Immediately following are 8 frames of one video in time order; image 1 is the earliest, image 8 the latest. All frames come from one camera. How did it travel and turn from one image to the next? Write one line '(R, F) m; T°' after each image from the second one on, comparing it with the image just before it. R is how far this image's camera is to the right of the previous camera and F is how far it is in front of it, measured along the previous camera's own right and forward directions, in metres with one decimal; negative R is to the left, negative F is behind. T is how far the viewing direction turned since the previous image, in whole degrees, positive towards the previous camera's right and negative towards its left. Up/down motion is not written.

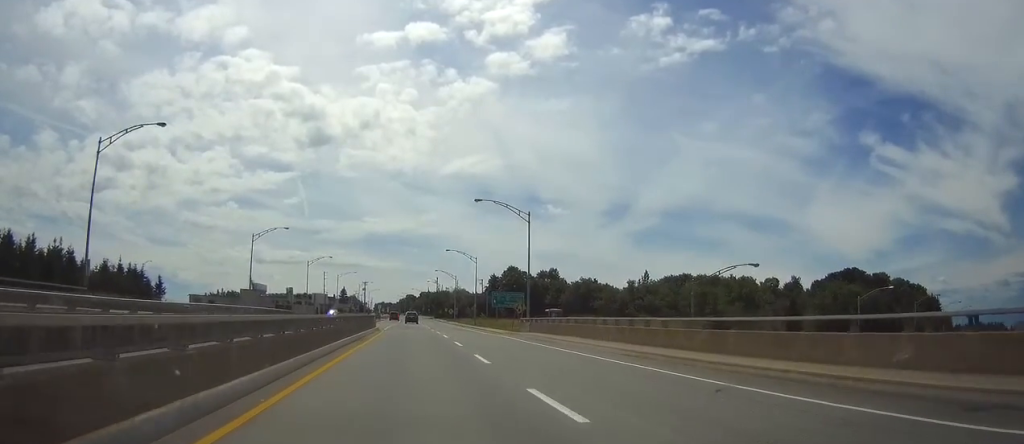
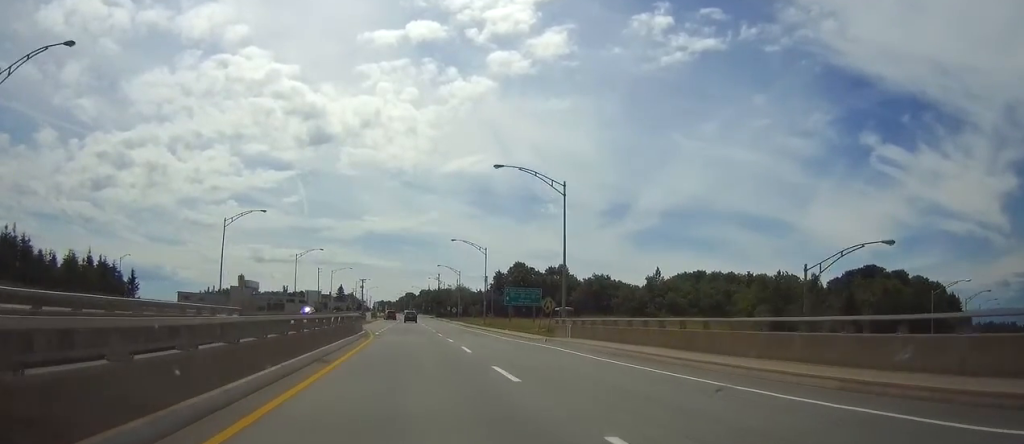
(0.0, +13.0) m; 0°
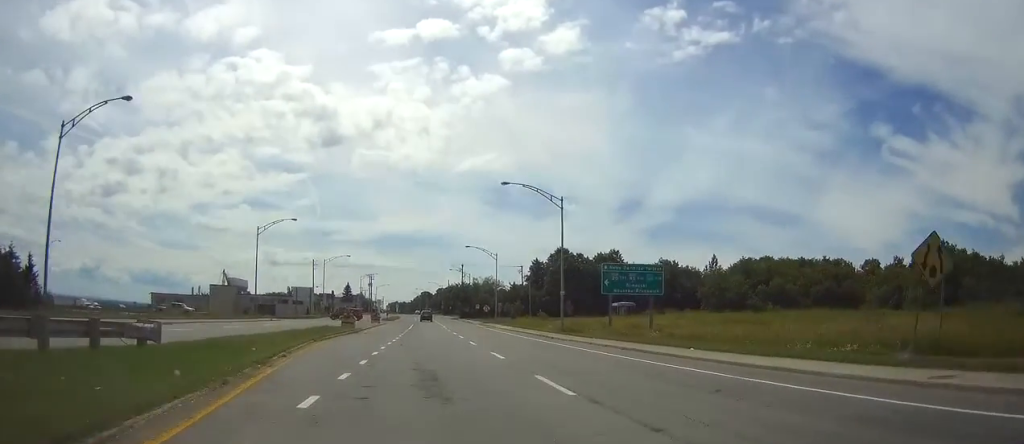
(-0.3, +38.1) m; -1°
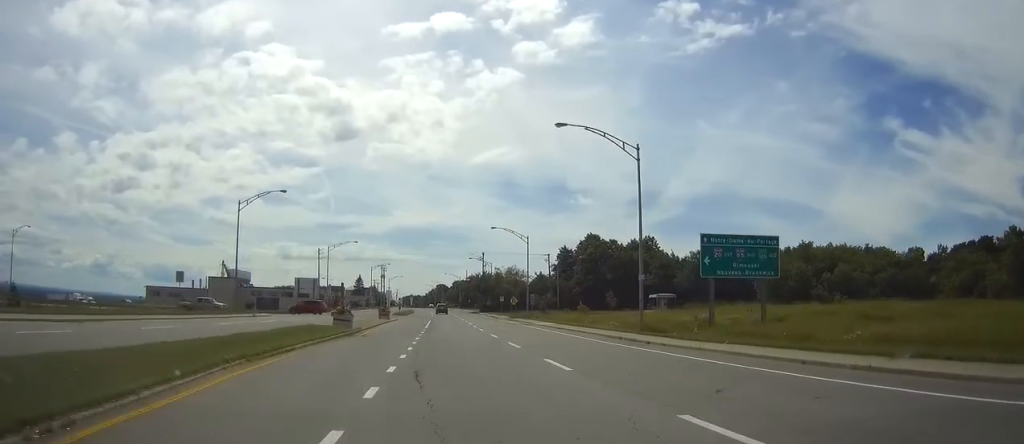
(-0.1, +14.6) m; -1°
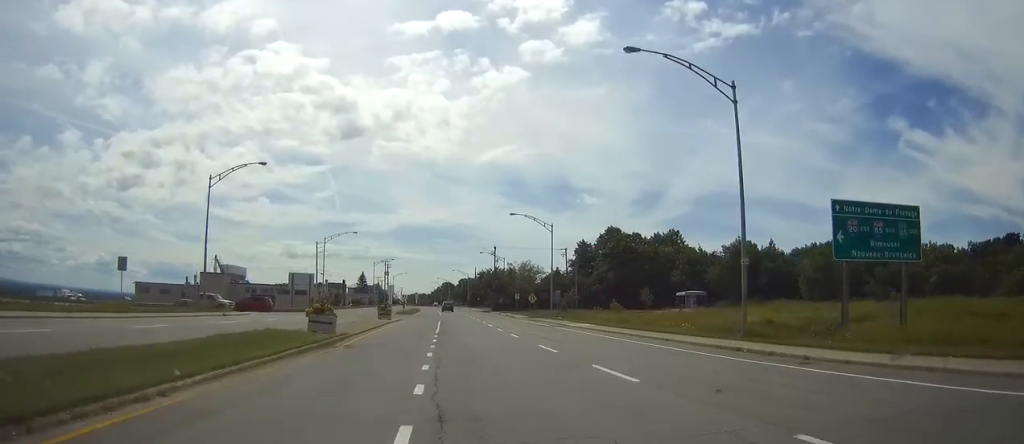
(-0.1, +11.1) m; 0°
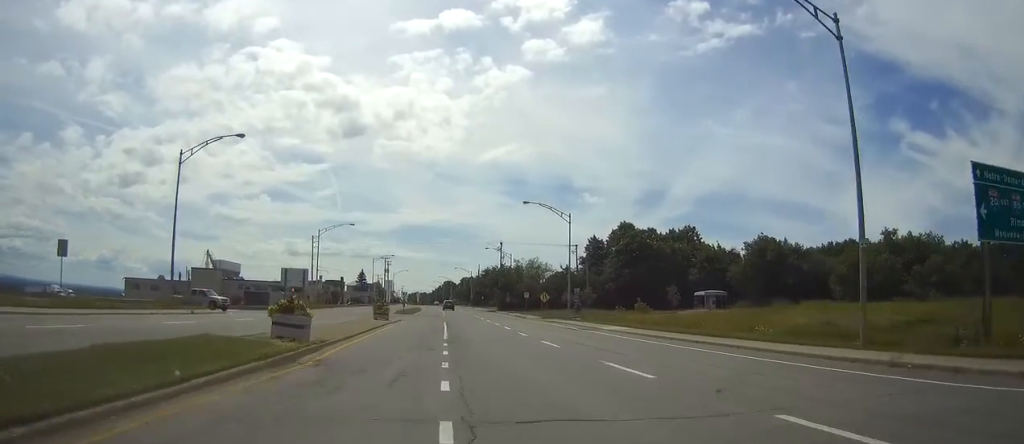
(0.0, +7.5) m; 0°
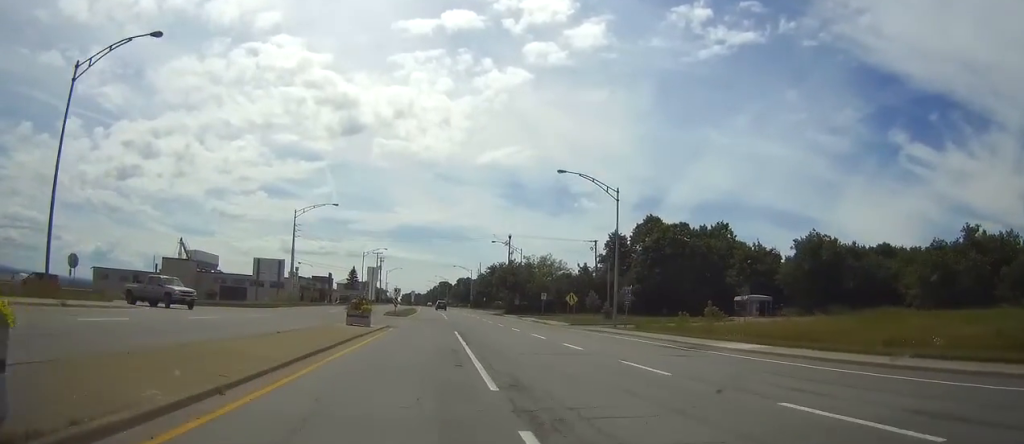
(+0.1, +15.7) m; +1°
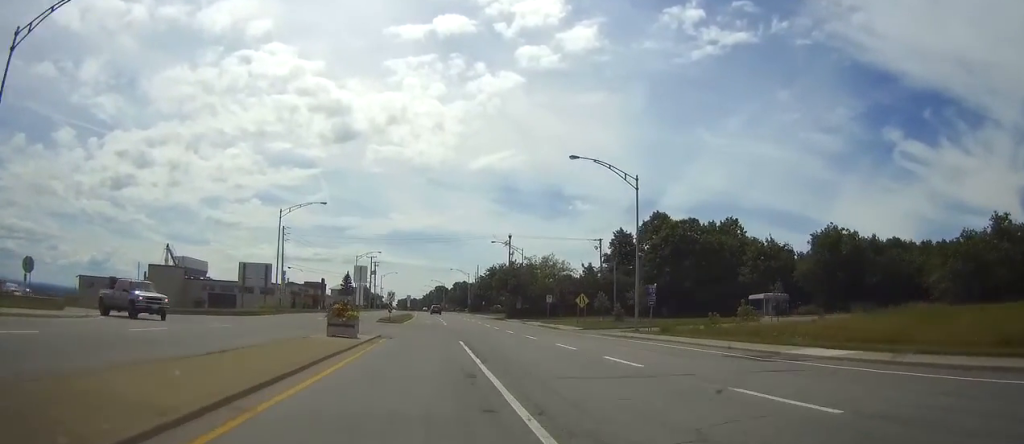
(0.0, +5.5) m; 0°
